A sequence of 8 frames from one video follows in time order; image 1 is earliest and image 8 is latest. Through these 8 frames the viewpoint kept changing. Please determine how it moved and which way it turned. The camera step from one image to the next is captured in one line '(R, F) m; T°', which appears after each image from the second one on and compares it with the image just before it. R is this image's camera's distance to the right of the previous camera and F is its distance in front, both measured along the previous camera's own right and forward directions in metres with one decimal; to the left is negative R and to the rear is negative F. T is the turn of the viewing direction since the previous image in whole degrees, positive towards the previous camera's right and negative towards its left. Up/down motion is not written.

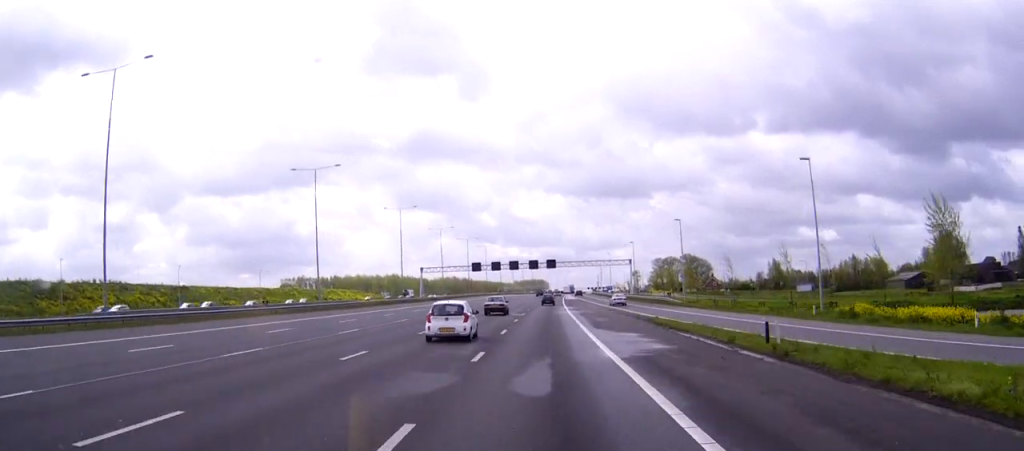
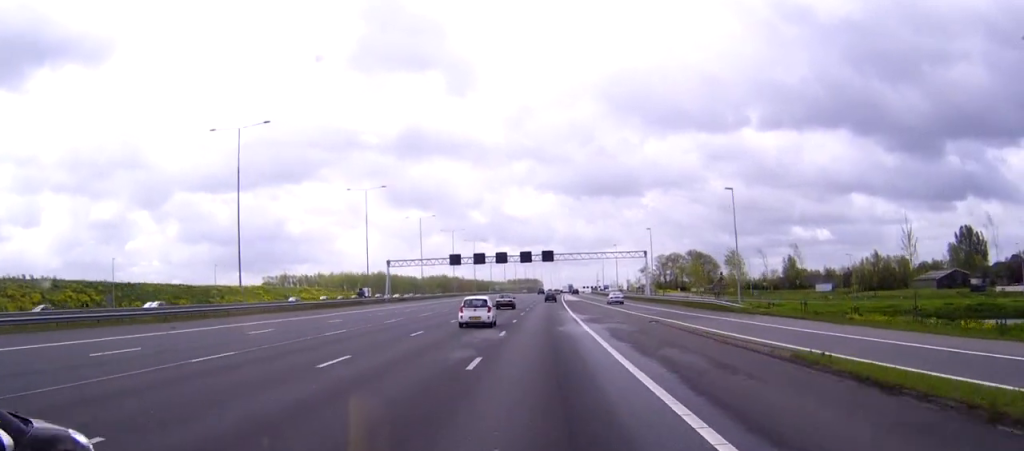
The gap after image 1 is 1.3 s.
(+0.1, +26.4) m; +1°
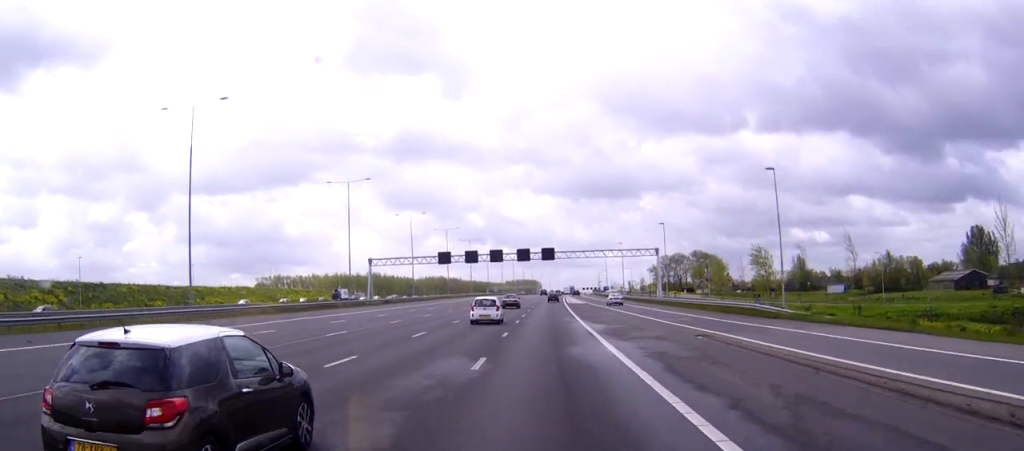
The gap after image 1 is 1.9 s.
(0.0, +11.8) m; 0°
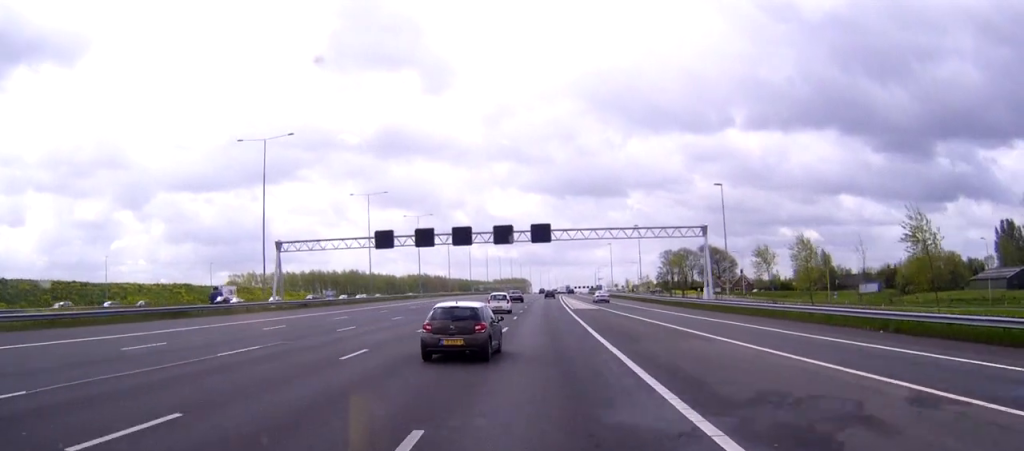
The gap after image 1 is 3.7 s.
(+0.3, +34.0) m; +1°
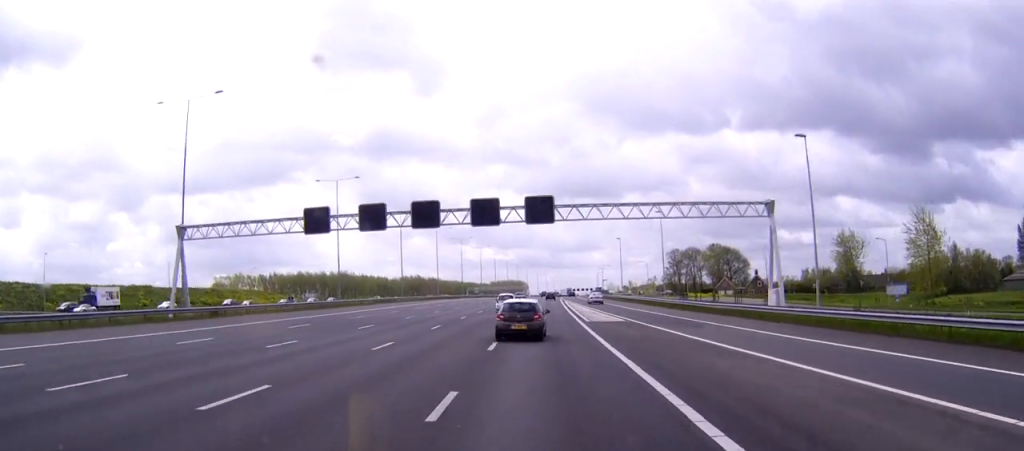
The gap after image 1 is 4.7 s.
(0.0, +20.0) m; 0°
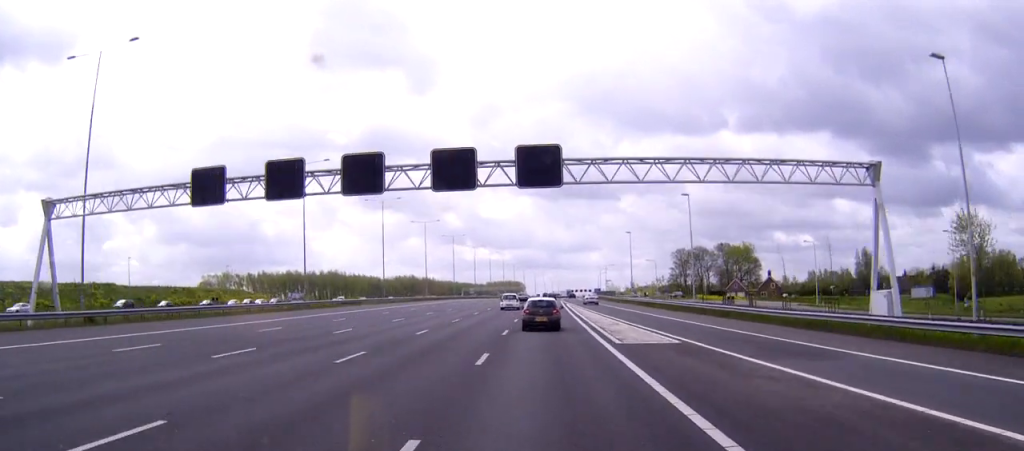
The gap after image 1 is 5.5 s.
(+0.1, +16.0) m; +1°
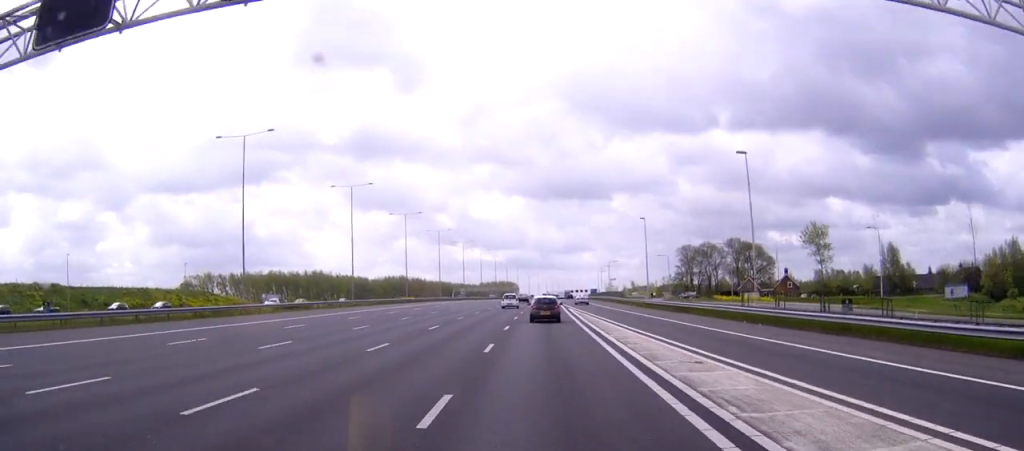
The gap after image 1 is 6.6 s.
(+0.1, +19.5) m; 0°
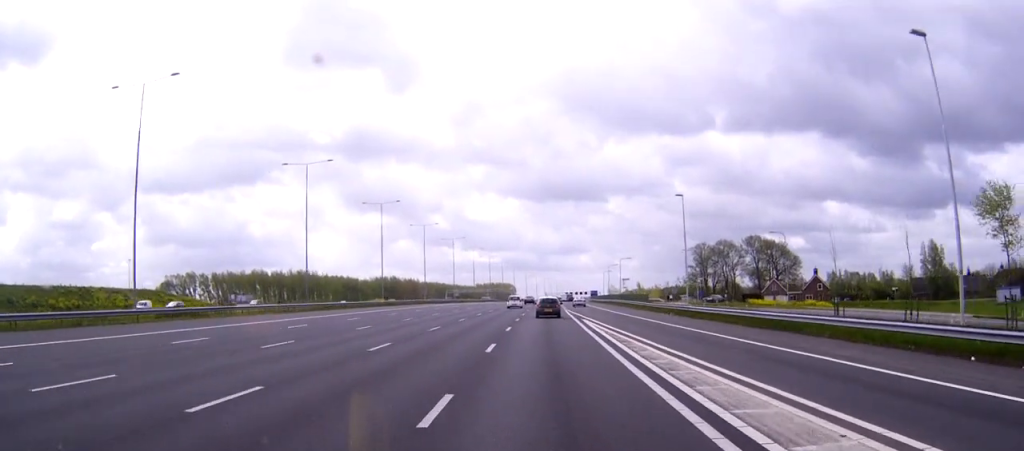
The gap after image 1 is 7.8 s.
(0.0, +23.1) m; 0°
